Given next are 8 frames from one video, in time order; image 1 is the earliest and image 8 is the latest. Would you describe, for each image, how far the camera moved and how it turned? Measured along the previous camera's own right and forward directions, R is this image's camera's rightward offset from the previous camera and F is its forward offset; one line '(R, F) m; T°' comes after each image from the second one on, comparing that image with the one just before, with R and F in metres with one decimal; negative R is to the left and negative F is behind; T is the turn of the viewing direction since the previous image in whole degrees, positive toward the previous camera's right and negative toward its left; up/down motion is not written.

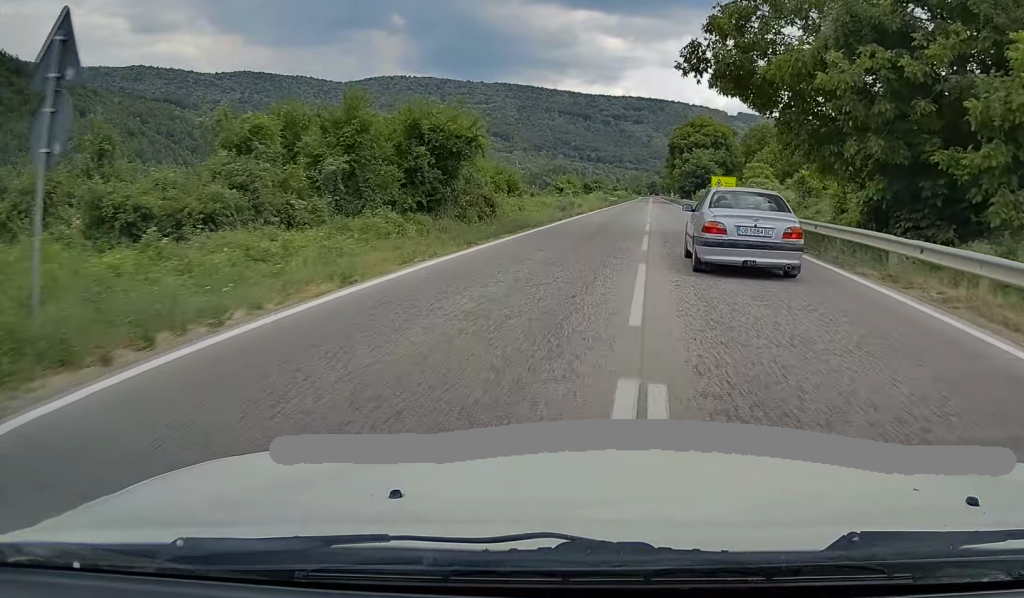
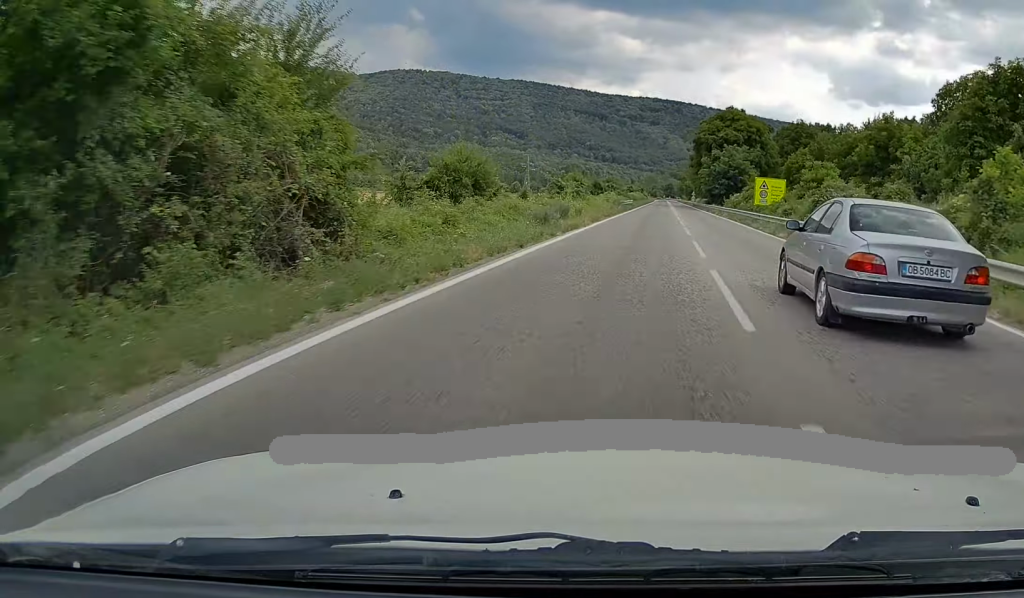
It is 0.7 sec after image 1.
(-0.2, +18.1) m; 0°
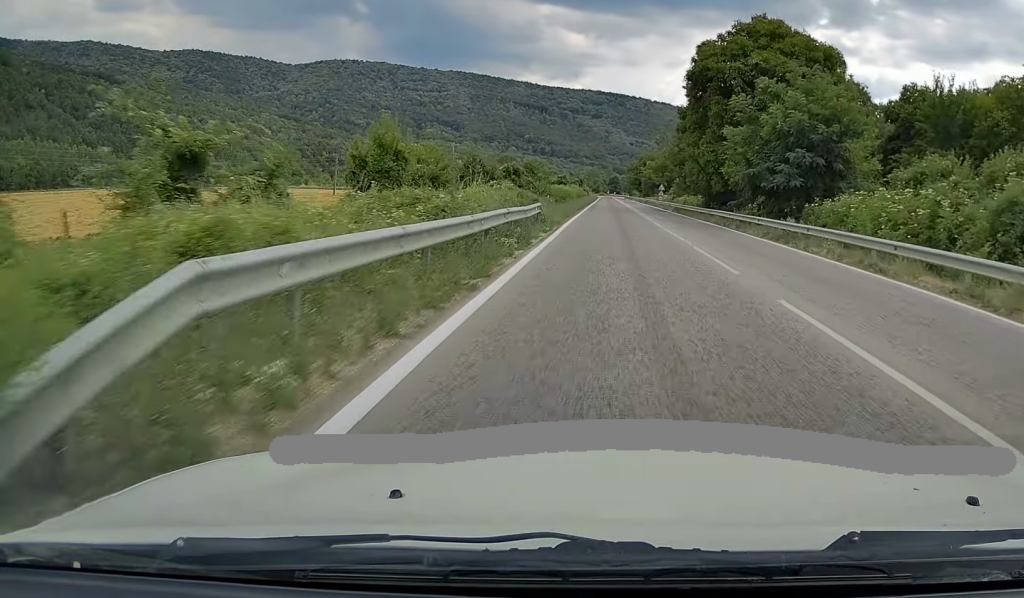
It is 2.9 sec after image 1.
(+1.9, +58.3) m; +4°
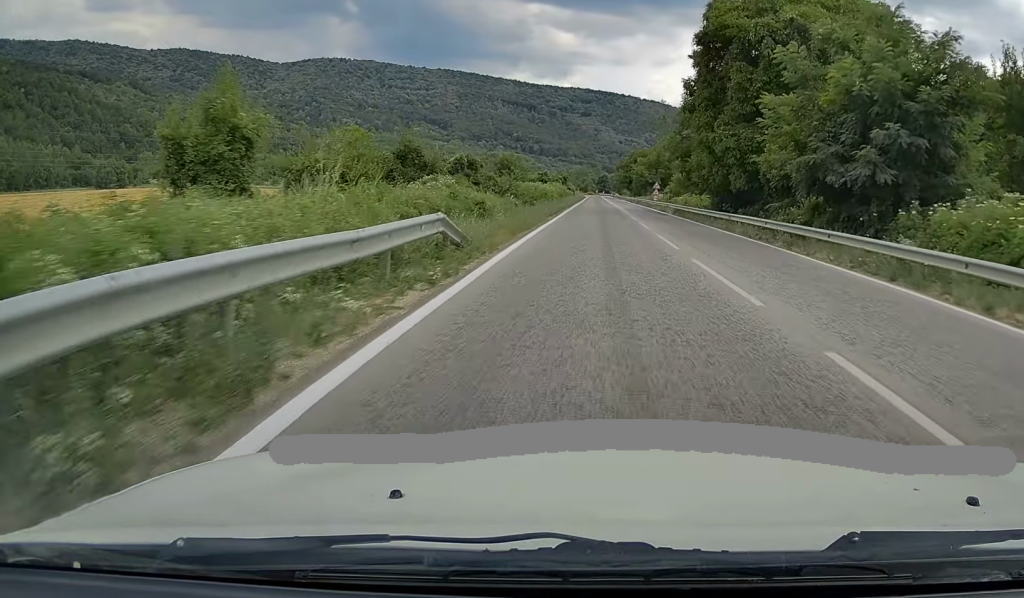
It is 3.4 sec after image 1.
(+0.1, +12.7) m; +1°
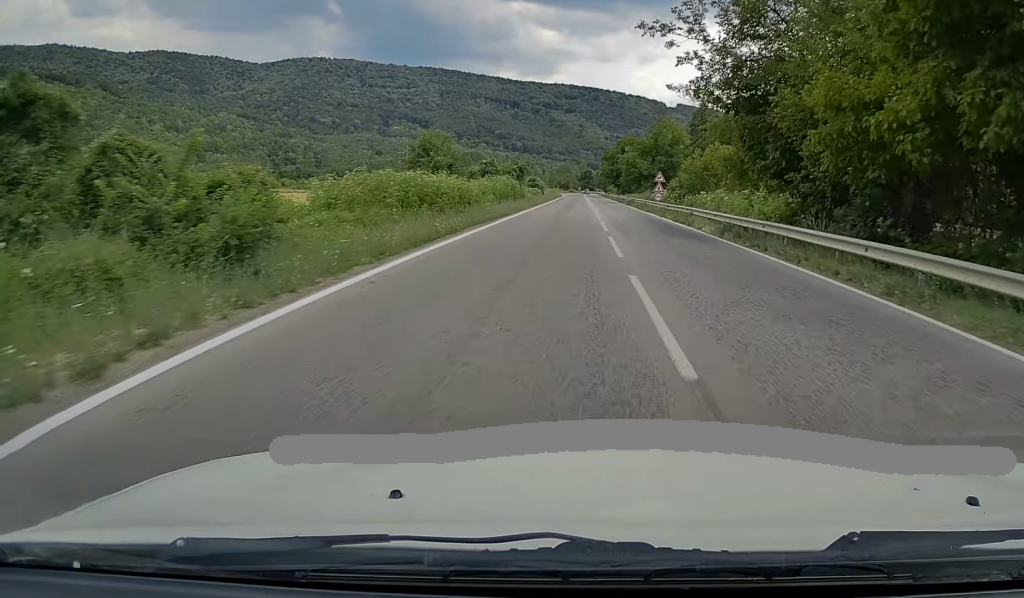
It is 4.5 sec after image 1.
(+0.3, +30.9) m; +1°
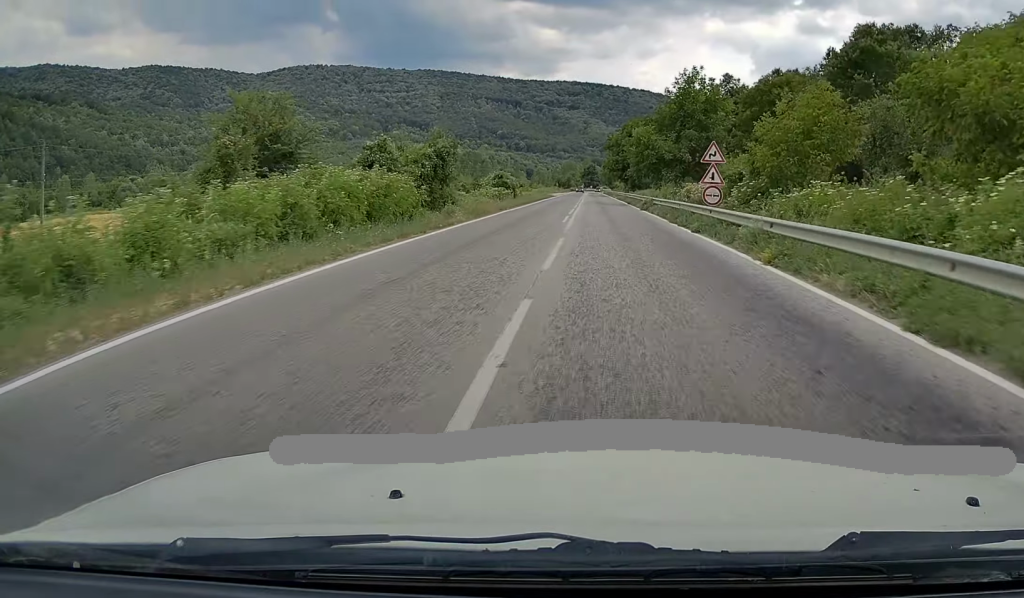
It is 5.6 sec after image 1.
(-0.1, +29.7) m; -1°
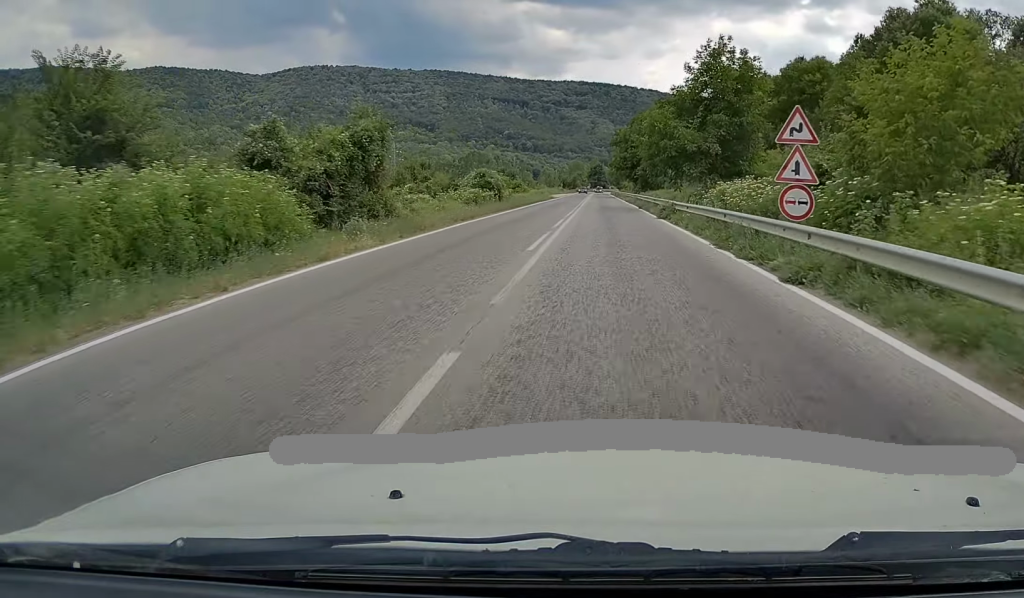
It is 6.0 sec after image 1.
(0.0, +11.6) m; -1°
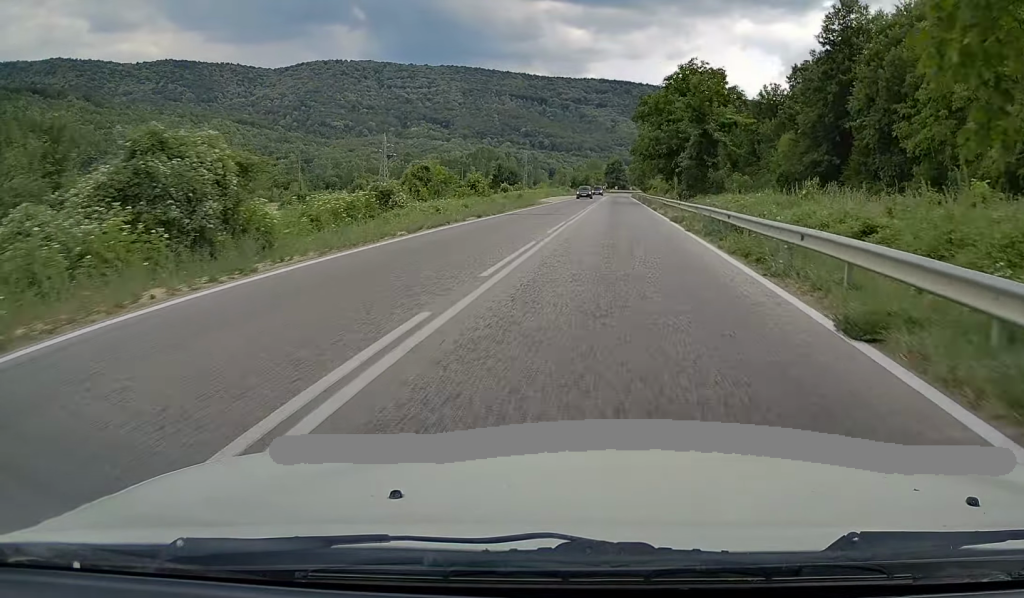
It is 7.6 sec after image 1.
(-0.4, +40.3) m; -1°
